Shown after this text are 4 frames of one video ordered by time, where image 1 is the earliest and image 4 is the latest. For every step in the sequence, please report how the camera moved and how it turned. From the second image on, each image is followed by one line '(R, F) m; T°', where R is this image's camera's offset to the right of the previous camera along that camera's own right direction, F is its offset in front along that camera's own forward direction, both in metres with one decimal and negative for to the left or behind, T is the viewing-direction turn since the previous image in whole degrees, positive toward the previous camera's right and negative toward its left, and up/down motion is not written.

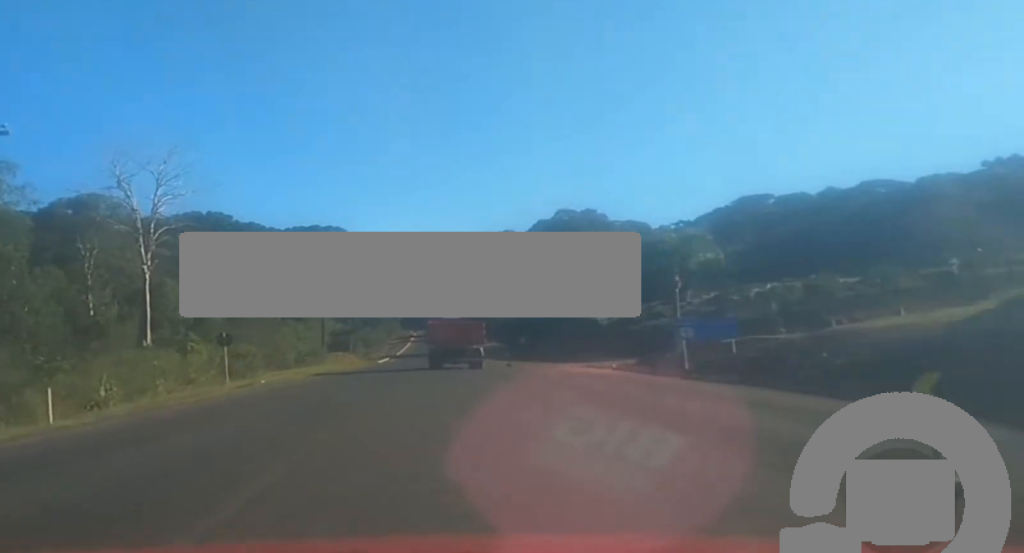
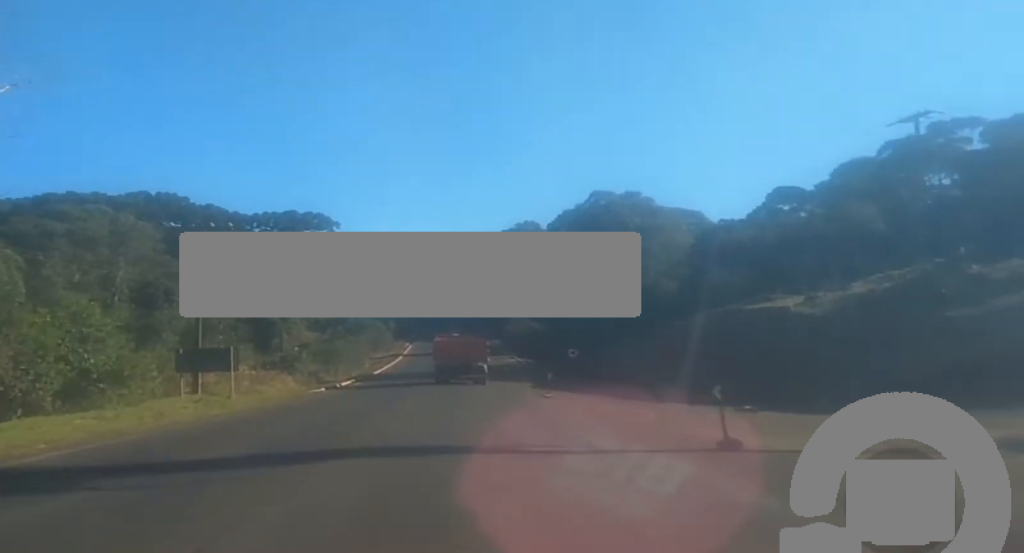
(-0.1, +48.2) m; 0°
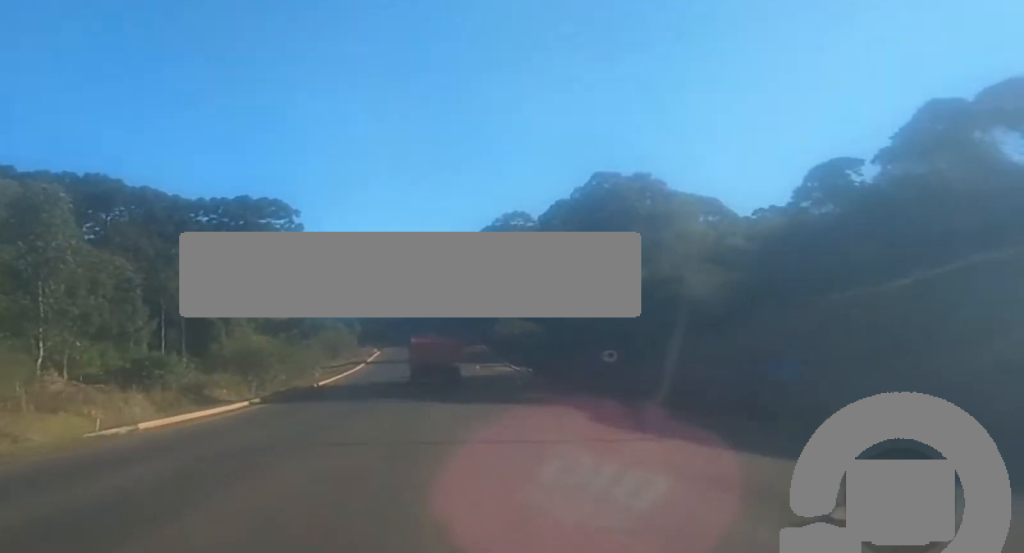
(+0.4, +27.6) m; +1°
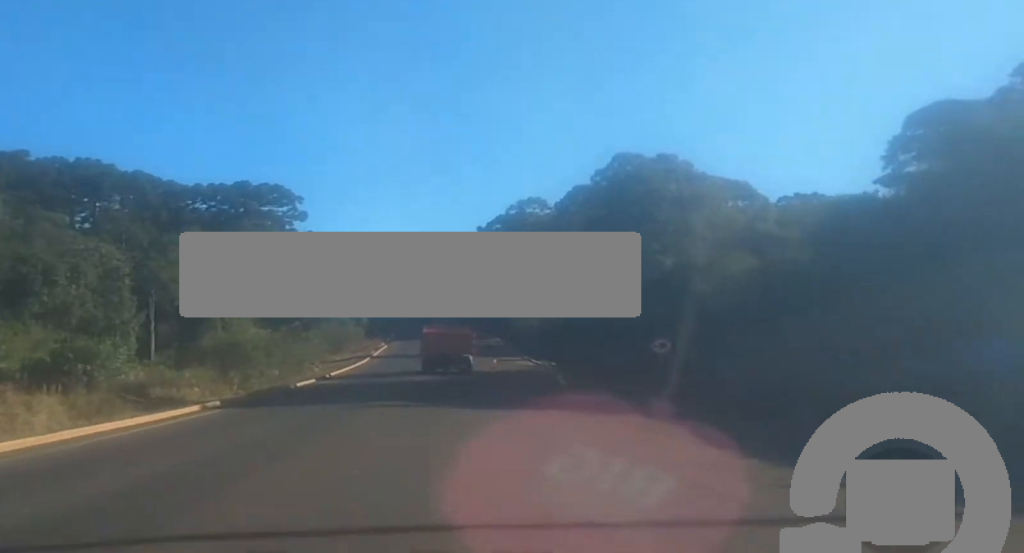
(+0.2, +9.5) m; 0°
